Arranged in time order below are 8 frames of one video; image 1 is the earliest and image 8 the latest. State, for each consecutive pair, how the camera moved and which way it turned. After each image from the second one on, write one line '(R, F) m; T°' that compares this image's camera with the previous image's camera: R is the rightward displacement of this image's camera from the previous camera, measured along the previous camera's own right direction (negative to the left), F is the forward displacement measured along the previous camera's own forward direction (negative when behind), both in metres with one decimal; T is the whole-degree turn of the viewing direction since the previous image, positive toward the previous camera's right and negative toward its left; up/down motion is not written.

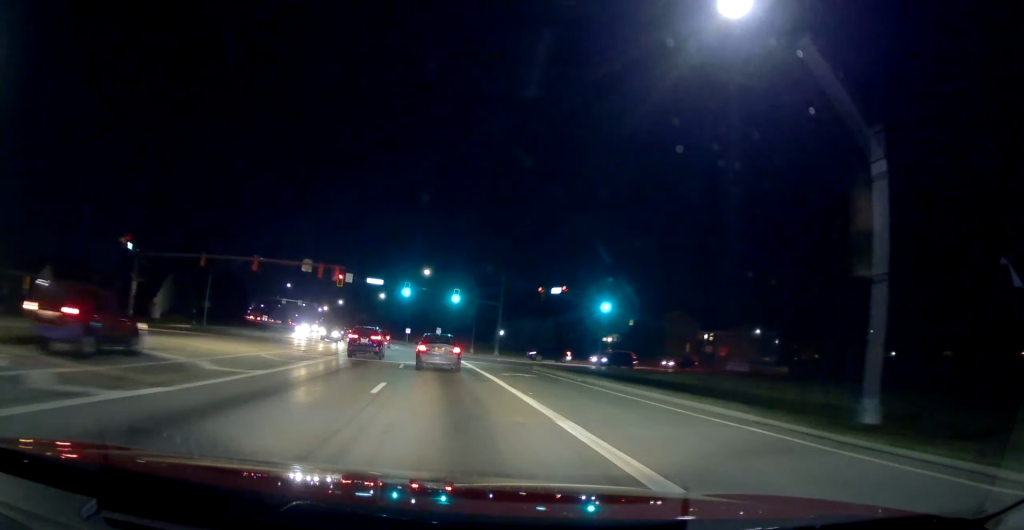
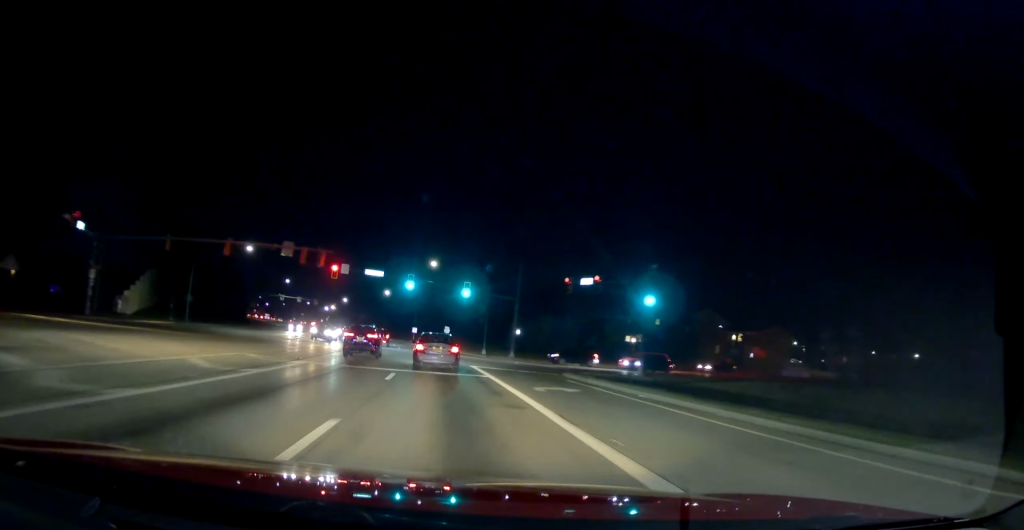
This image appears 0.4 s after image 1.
(0.0, +7.9) m; -1°
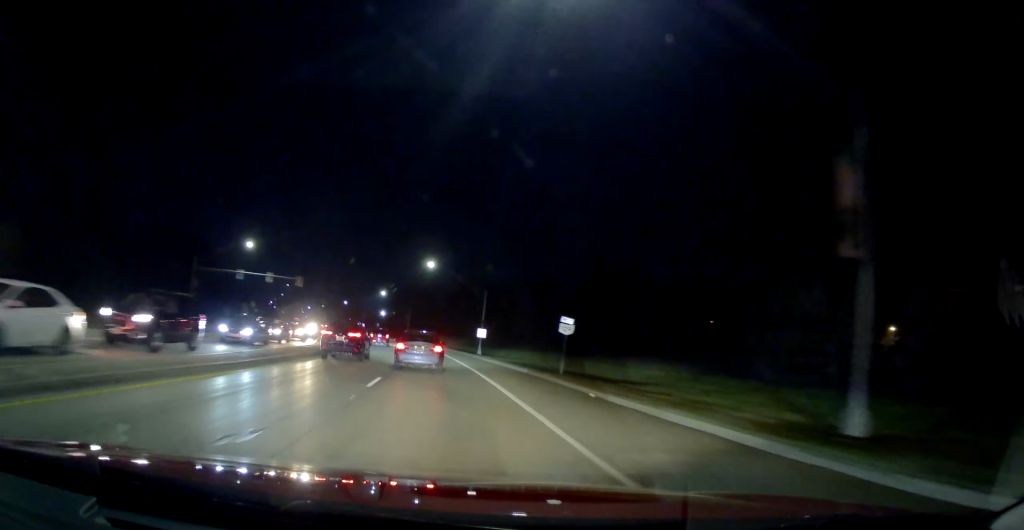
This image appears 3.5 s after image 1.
(-4.9, +55.8) m; -10°
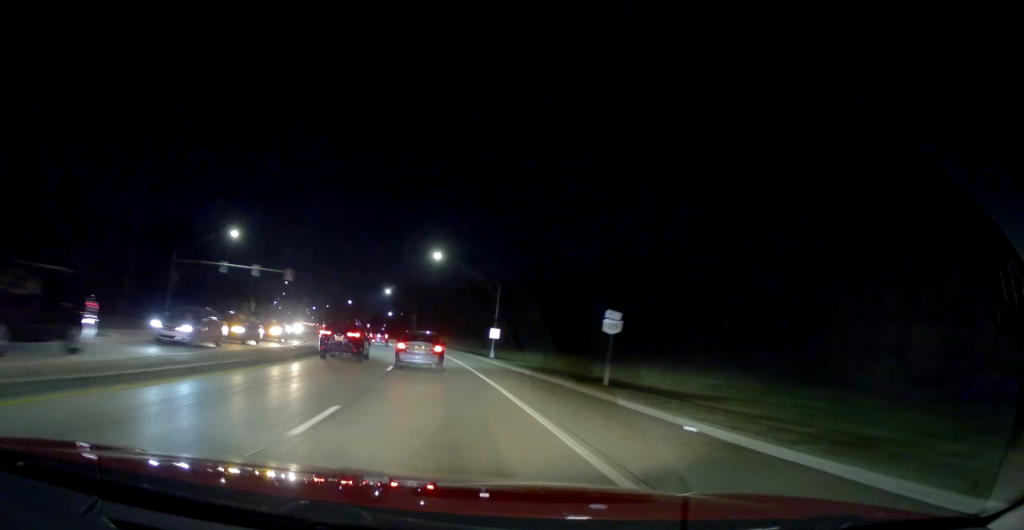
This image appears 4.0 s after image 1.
(0.0, +7.8) m; 0°
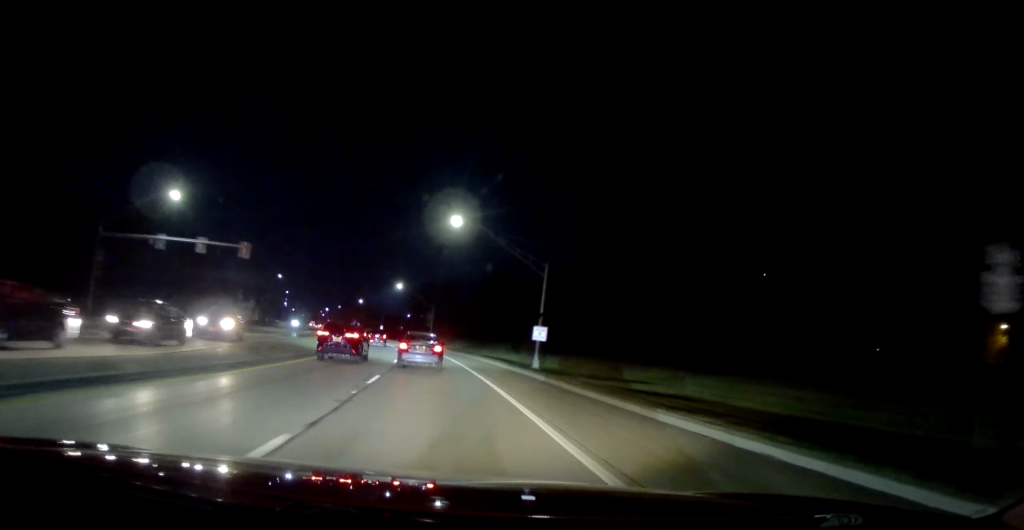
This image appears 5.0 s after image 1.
(0.0, +19.2) m; -1°
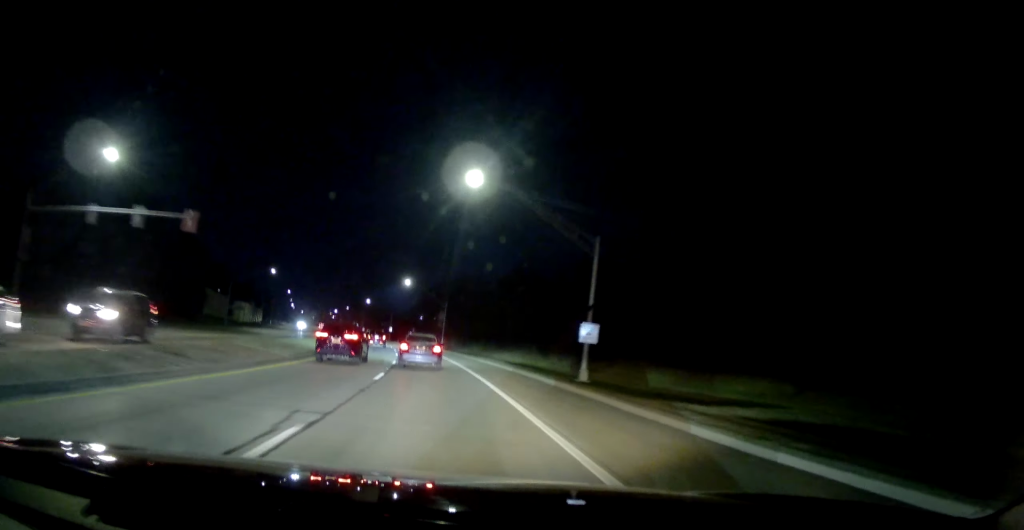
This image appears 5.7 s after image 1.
(-0.1, +11.4) m; -1°
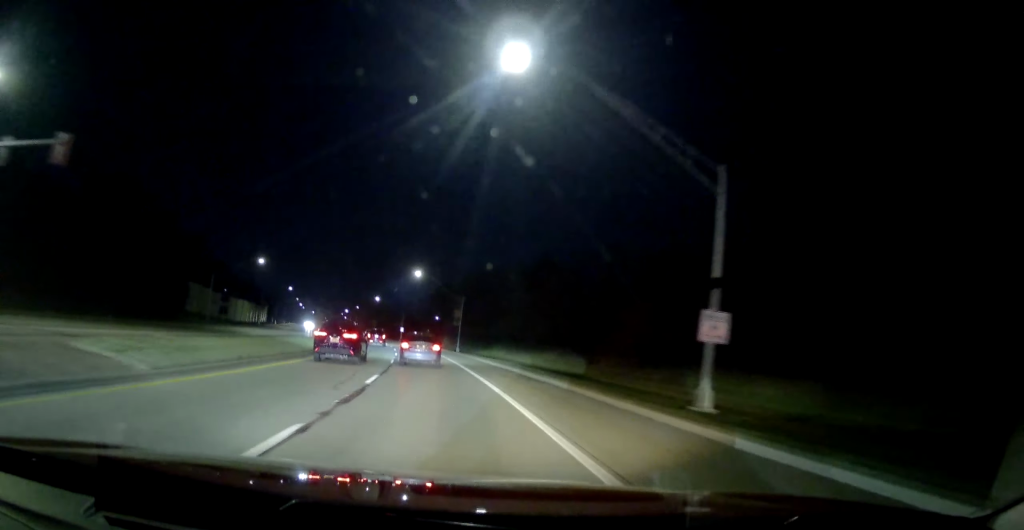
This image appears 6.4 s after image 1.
(-0.1, +13.2) m; -1°
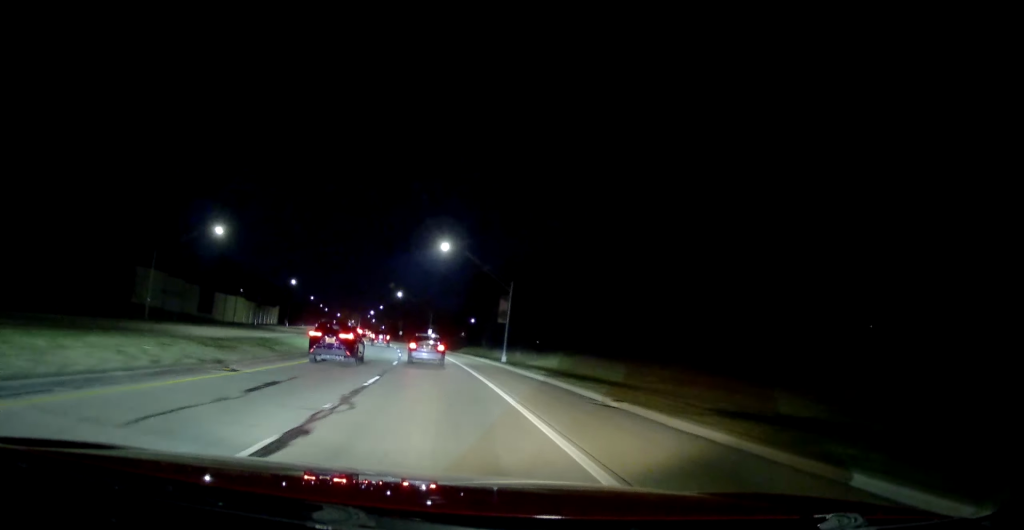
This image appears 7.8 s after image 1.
(-0.7, +24.6) m; -5°
